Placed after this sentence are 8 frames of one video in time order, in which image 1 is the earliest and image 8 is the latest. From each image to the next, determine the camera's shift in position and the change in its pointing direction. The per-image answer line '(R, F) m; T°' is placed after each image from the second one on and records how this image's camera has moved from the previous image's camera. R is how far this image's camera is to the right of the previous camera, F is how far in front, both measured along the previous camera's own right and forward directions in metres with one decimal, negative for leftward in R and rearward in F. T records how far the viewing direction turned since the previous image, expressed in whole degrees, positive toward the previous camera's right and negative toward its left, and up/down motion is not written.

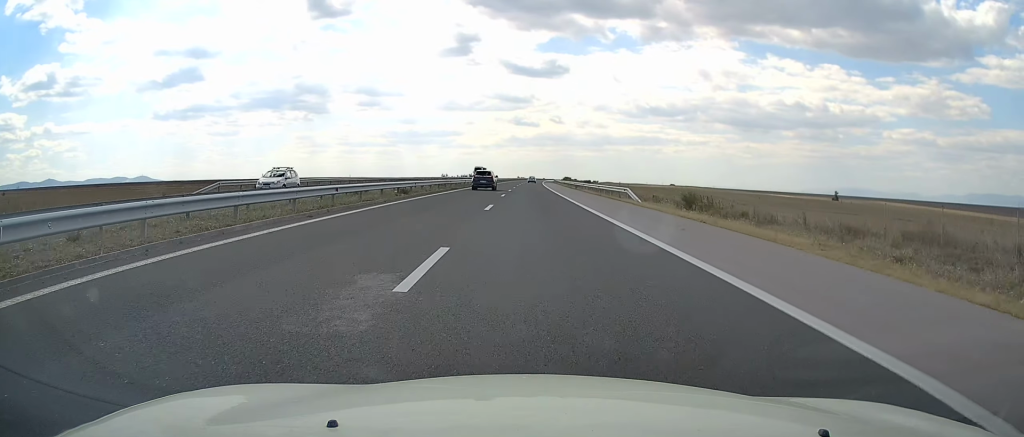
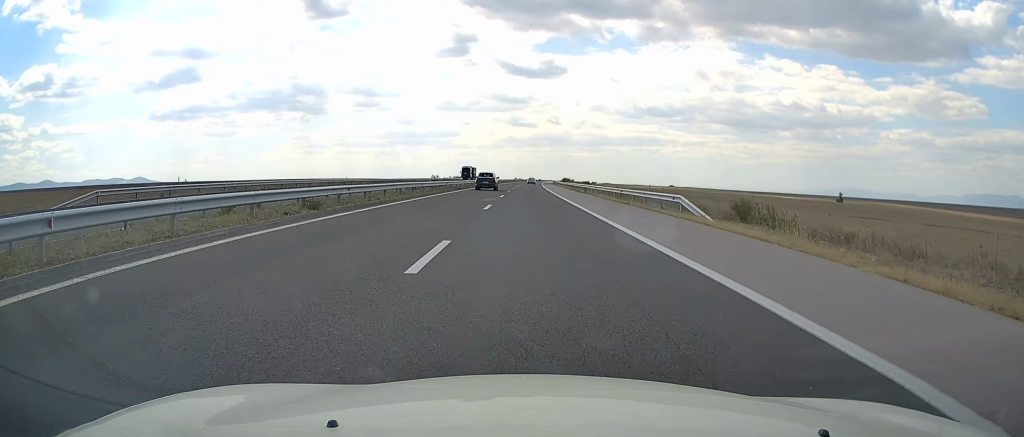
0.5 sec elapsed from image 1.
(+0.1, +14.7) m; 0°
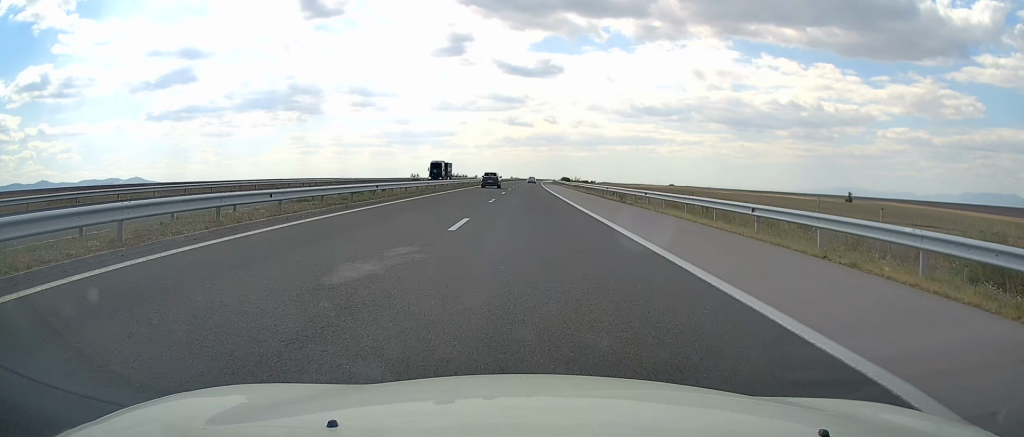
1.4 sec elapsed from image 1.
(0.0, +25.5) m; +1°
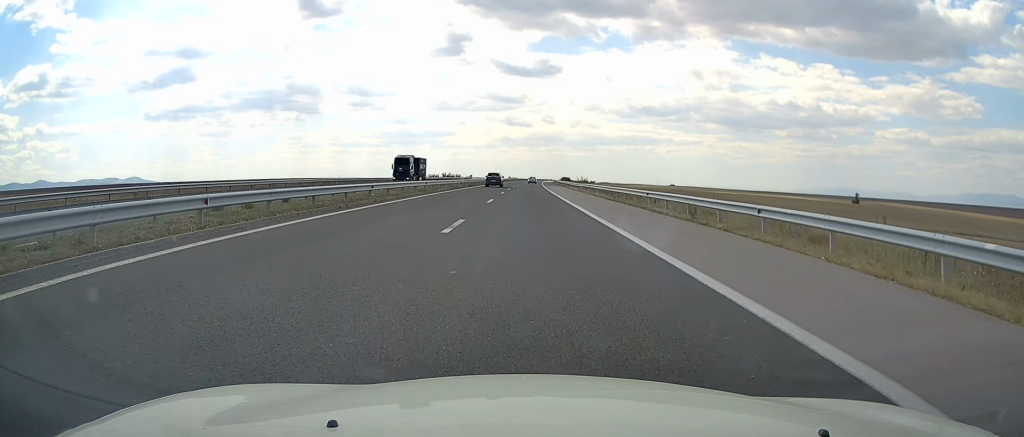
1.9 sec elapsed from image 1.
(+0.2, +16.7) m; 0°
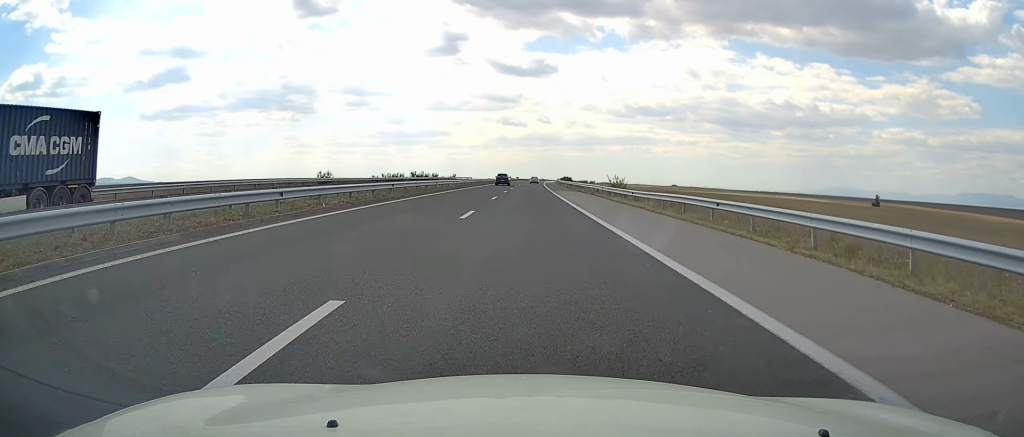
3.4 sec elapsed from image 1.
(-0.3, +43.1) m; 0°
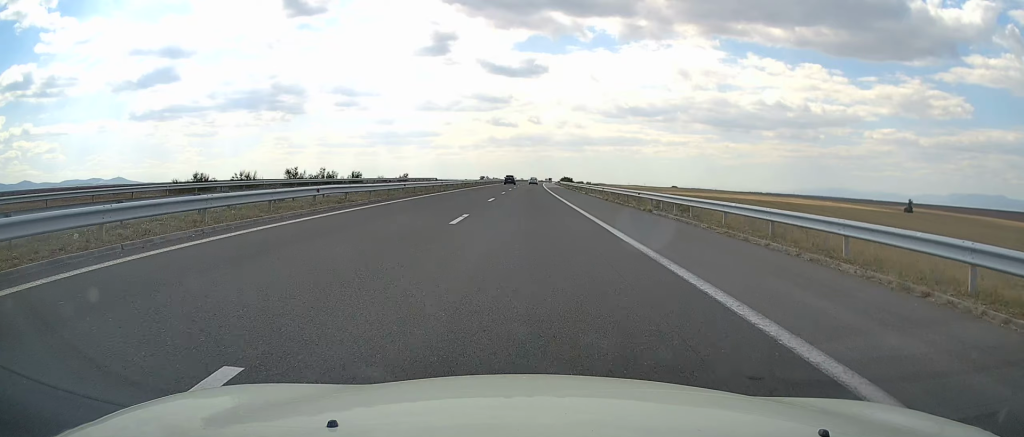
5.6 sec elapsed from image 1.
(+0.1, +65.4) m; +1°
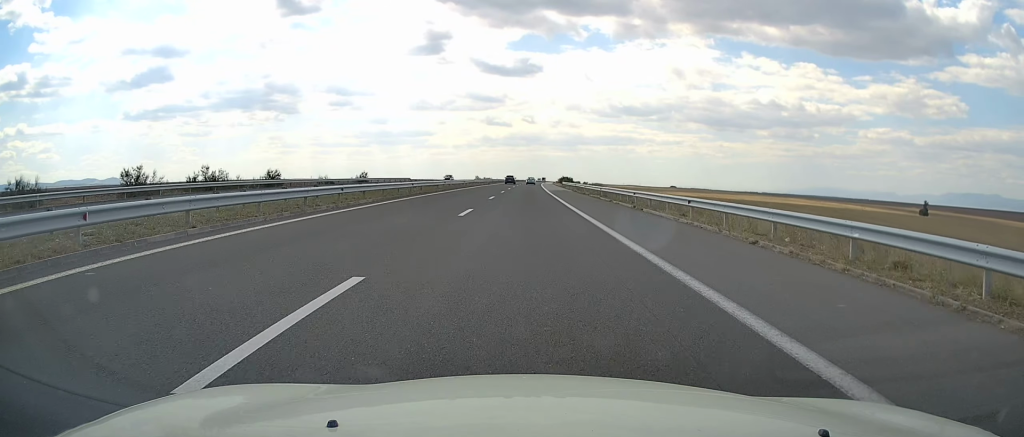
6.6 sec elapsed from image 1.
(+0.4, +28.3) m; +1°
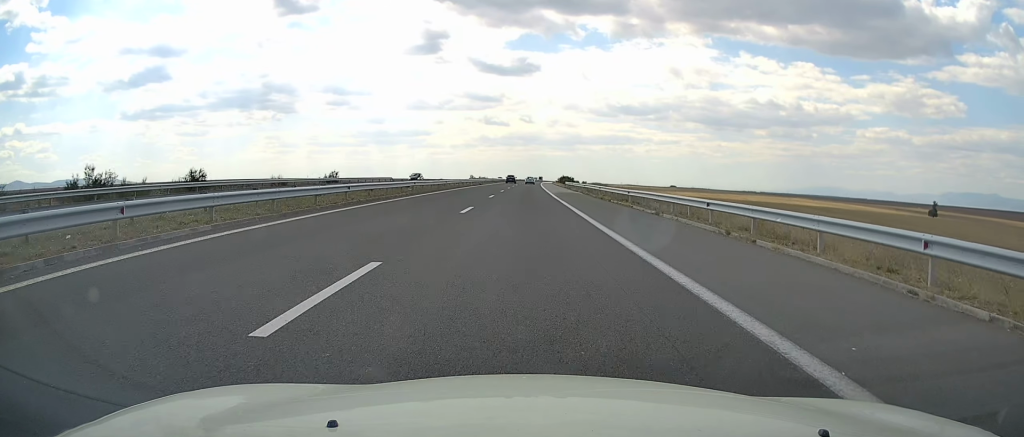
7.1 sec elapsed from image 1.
(+0.2, +14.7) m; 0°
